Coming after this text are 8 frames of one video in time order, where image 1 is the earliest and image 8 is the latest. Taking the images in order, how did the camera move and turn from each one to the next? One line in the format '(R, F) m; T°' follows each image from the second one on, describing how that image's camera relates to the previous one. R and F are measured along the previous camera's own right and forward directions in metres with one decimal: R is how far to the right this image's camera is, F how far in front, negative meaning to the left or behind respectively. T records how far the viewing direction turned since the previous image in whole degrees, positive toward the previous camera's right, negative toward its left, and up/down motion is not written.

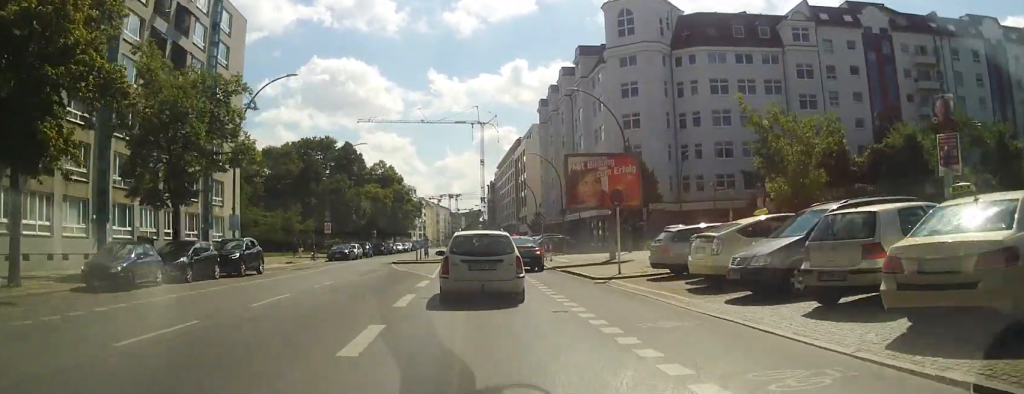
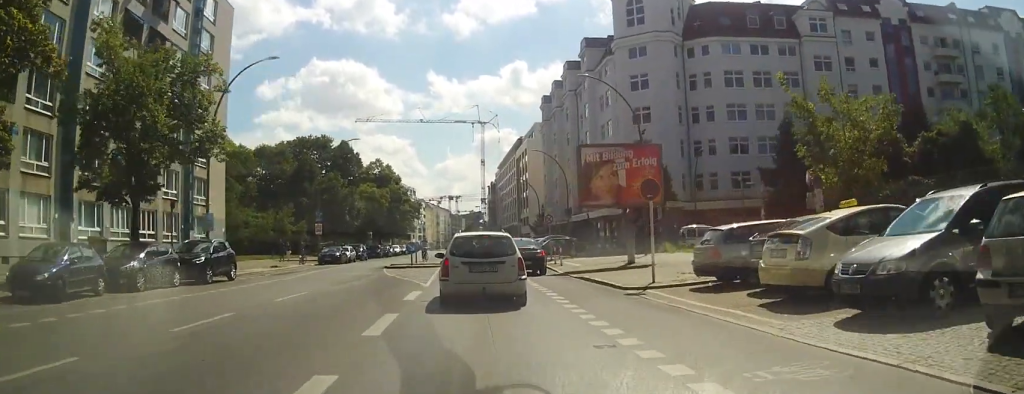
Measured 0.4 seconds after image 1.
(0.0, +3.9) m; 0°
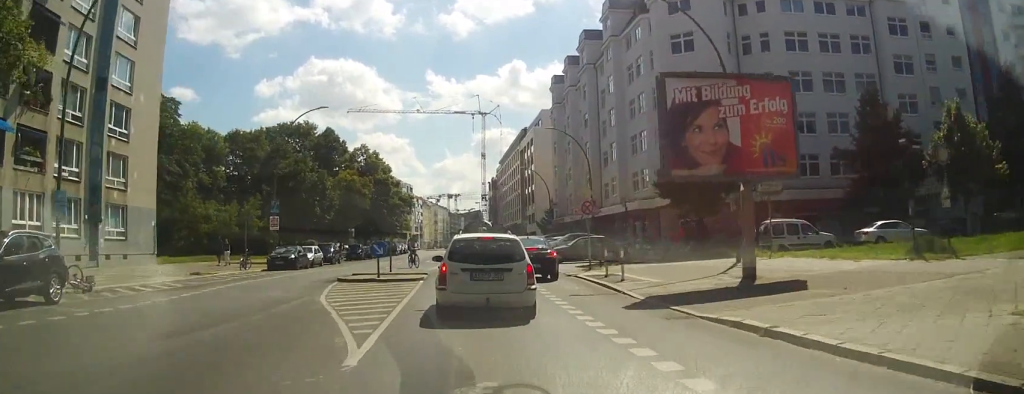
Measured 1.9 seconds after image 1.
(0.0, +13.5) m; 0°
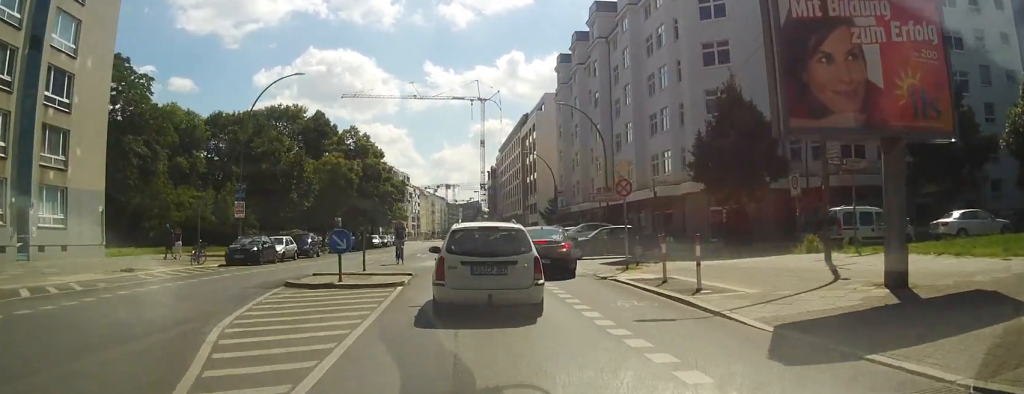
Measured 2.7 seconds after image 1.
(0.0, +6.9) m; -1°
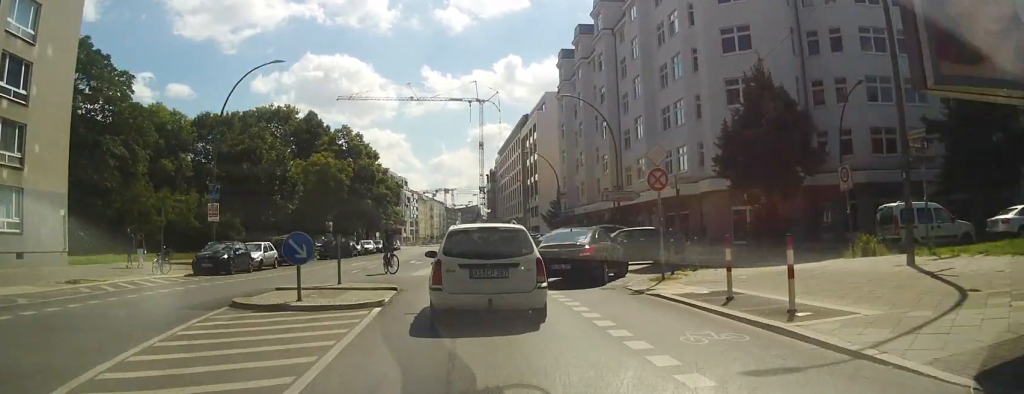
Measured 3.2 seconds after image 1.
(-0.1, +4.1) m; -1°
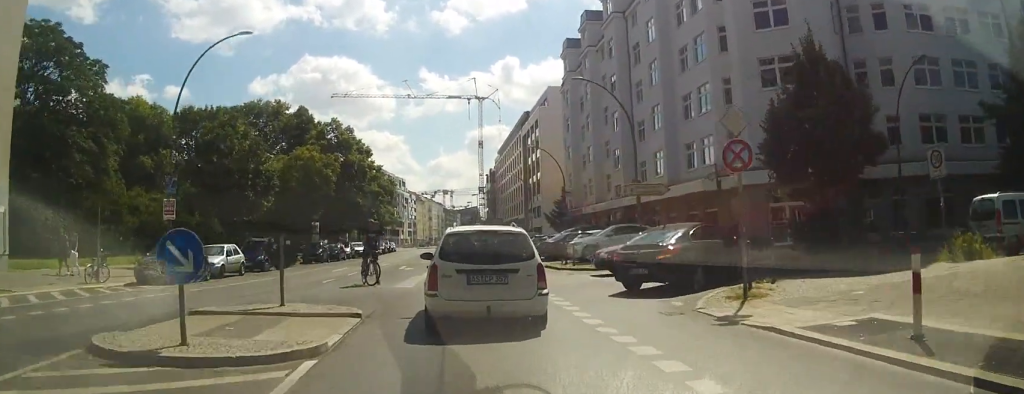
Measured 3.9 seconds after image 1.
(0.0, +5.5) m; 0°
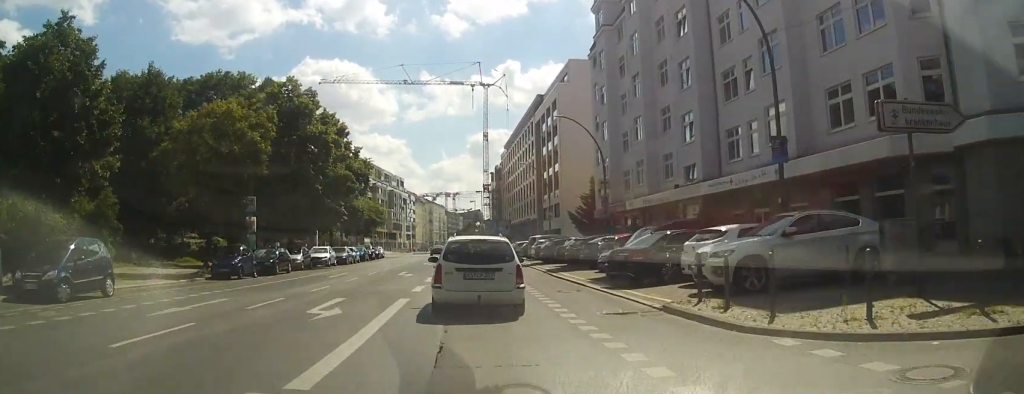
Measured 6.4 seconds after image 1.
(+0.2, +18.9) m; -2°
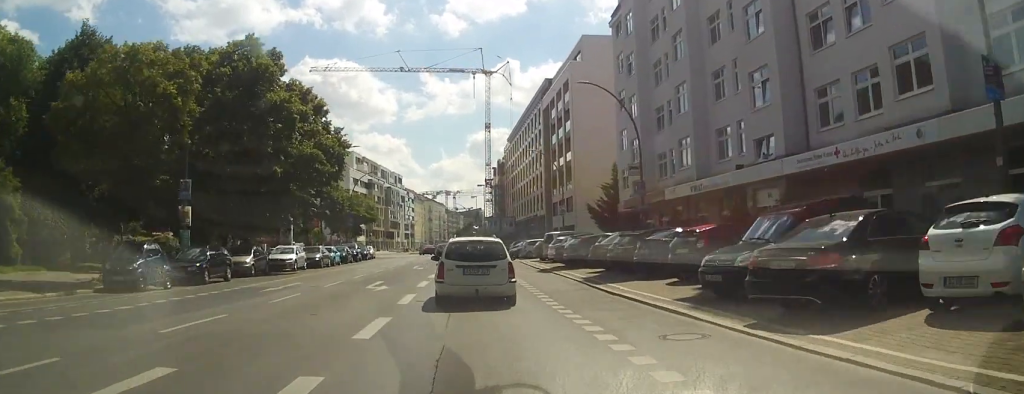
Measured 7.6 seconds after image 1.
(-0.2, +10.2) m; +1°
